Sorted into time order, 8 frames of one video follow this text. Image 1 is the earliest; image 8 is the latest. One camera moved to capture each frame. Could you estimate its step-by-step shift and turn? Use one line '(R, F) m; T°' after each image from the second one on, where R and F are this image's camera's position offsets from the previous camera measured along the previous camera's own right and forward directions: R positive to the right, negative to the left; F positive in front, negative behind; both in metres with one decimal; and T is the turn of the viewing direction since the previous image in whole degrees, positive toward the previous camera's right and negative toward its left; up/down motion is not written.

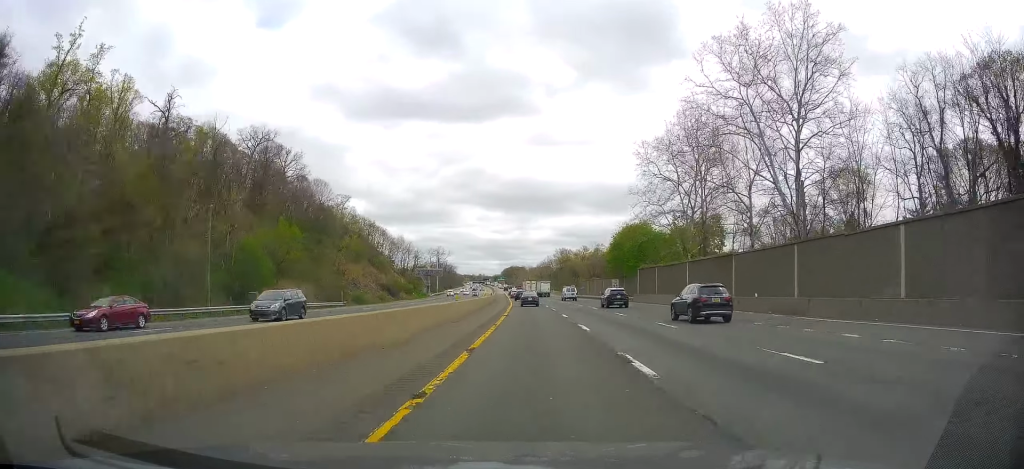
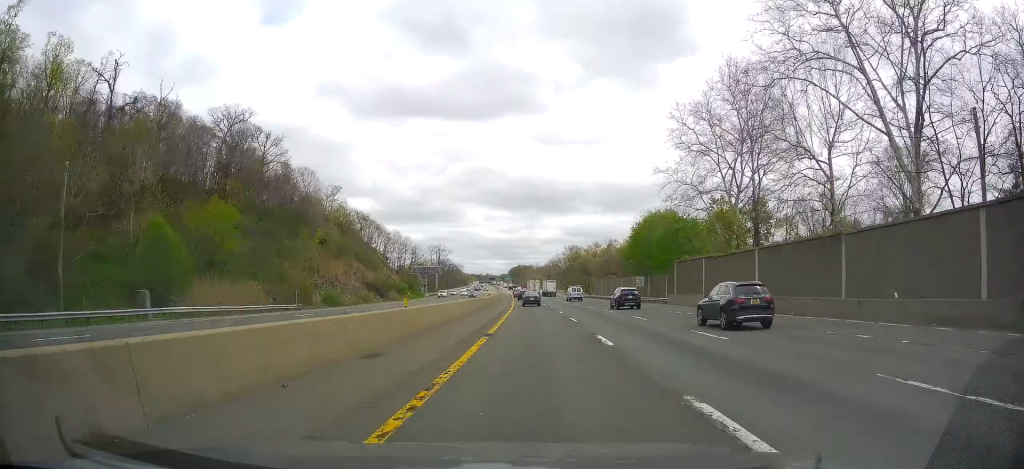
(+0.2, +17.9) m; 0°
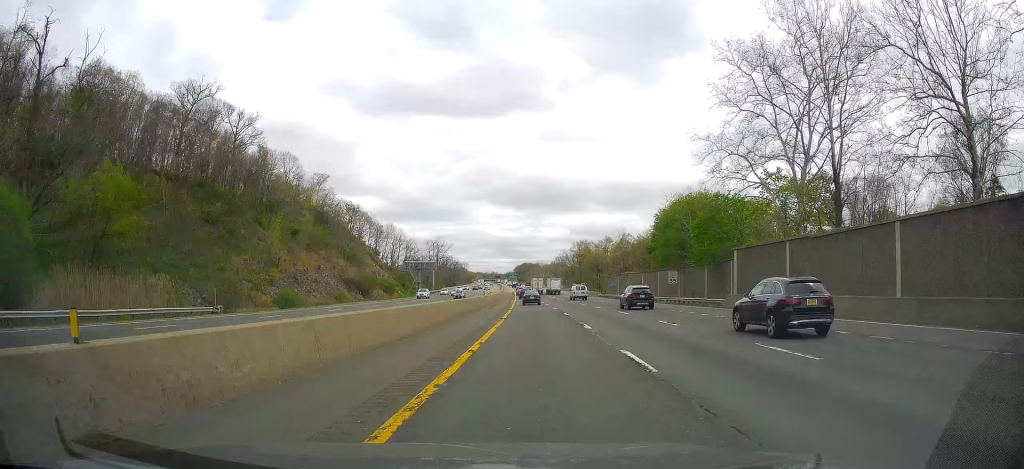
(-0.5, +17.9) m; -1°
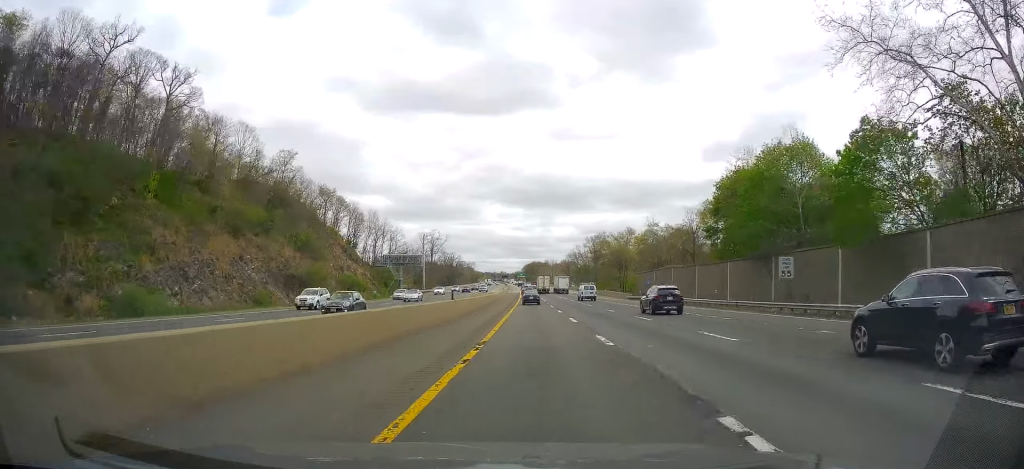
(-0.2, +30.8) m; 0°
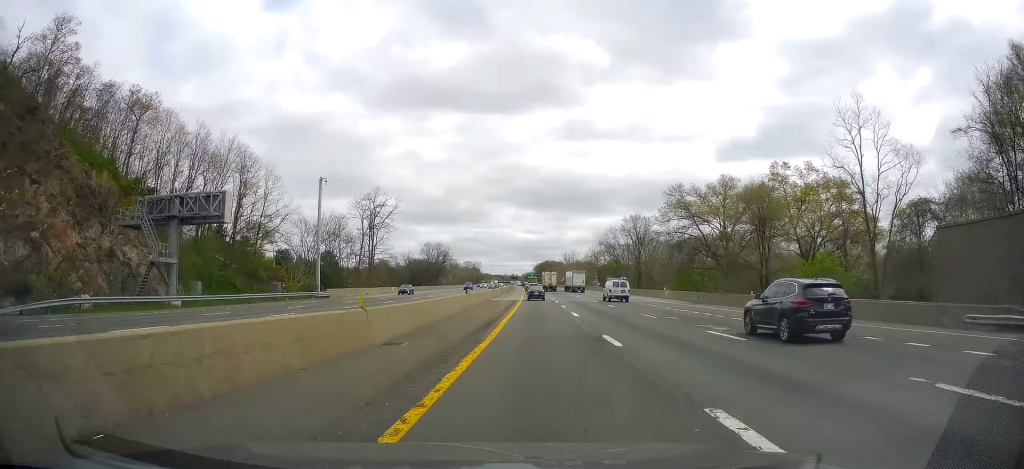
(-1.9, +85.6) m; -3°
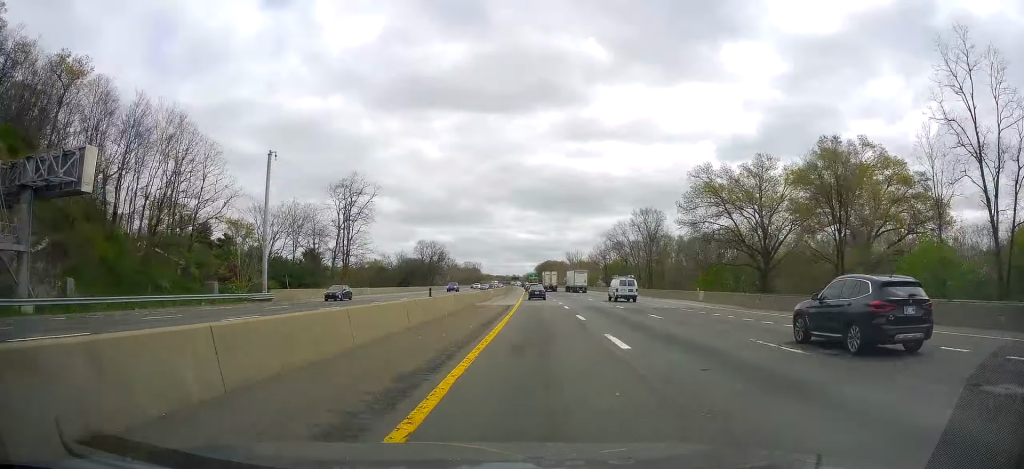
(-0.2, +16.2) m; -1°
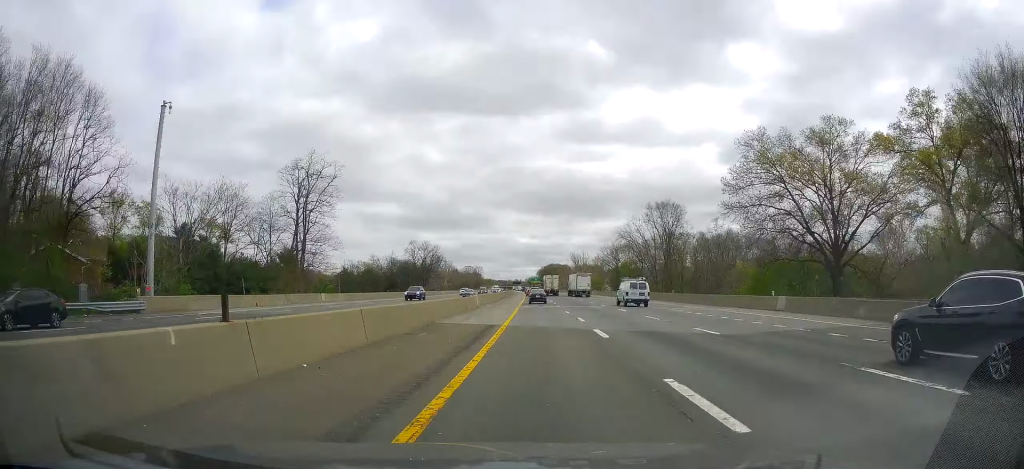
(0.0, +20.5) m; 0°
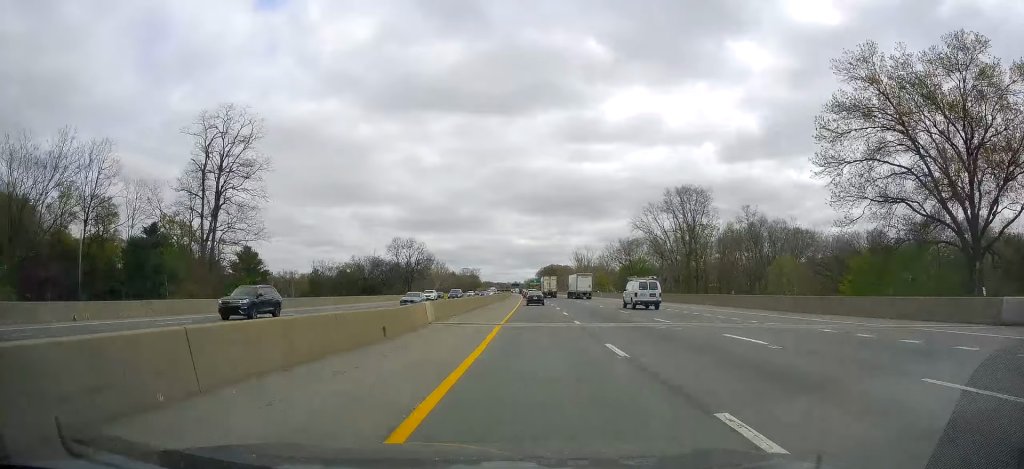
(0.0, +23.8) m; 0°
